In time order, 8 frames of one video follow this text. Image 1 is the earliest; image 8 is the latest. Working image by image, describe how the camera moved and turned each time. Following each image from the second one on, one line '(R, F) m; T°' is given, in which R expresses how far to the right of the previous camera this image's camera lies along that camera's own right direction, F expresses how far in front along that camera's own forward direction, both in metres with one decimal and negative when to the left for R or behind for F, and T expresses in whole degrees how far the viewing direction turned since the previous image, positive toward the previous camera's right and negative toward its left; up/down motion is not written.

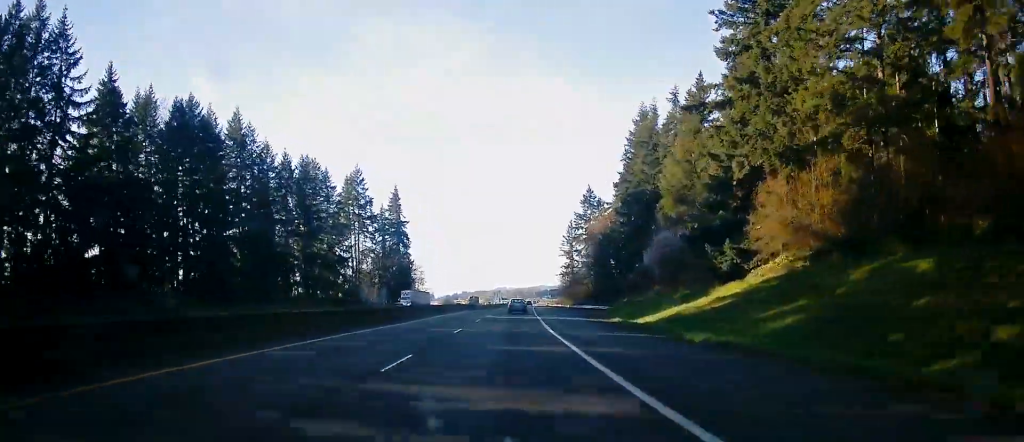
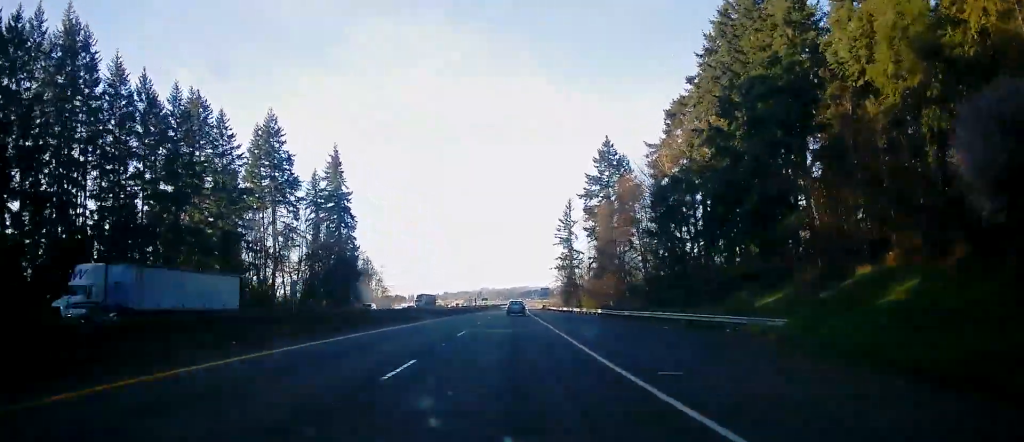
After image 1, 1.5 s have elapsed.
(+0.9, +49.4) m; +2°
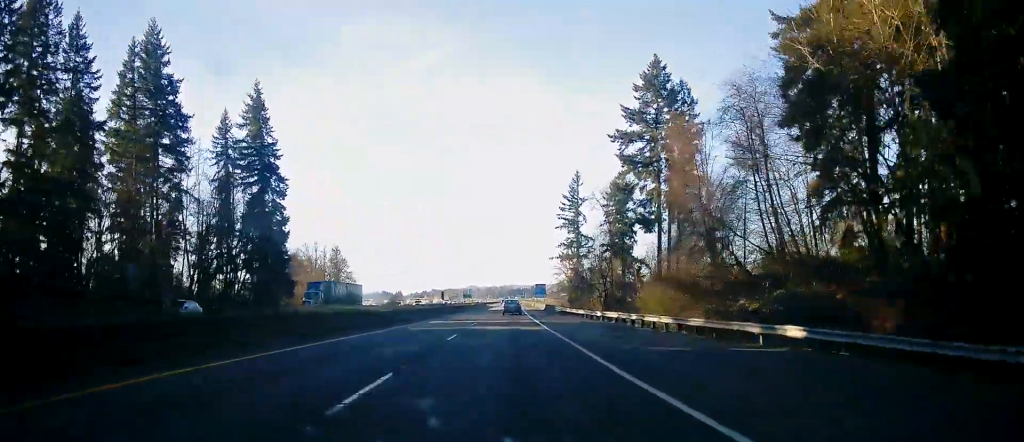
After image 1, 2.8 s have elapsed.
(+0.5, +40.0) m; +1°
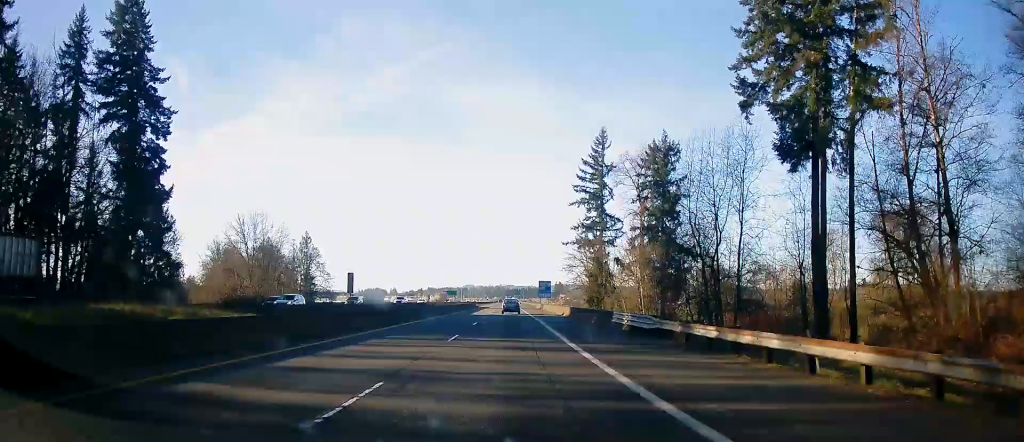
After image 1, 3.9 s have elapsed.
(+0.1, +38.0) m; 0°
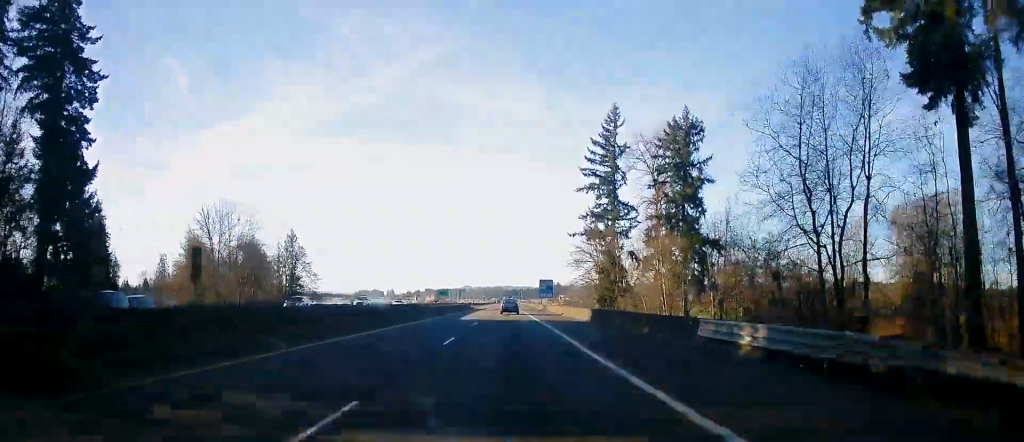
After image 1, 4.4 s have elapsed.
(0.0, +14.1) m; 0°
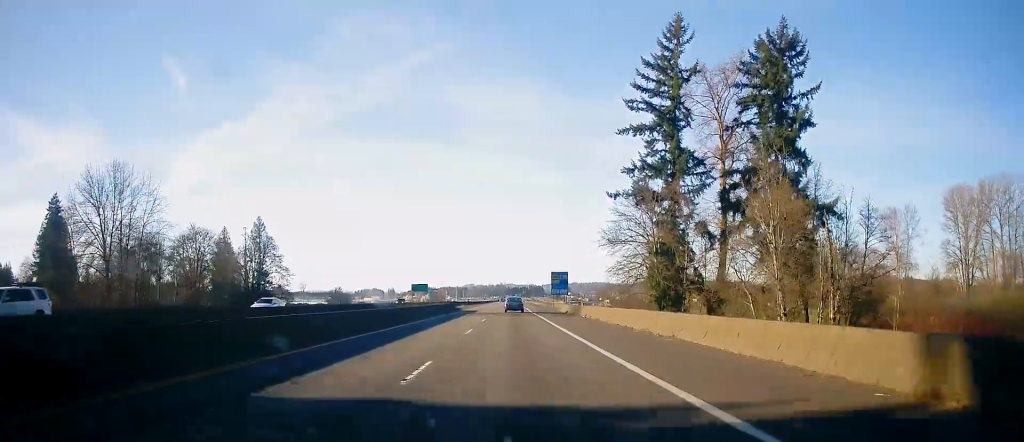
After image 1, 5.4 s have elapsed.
(0.0, +32.5) m; +1°
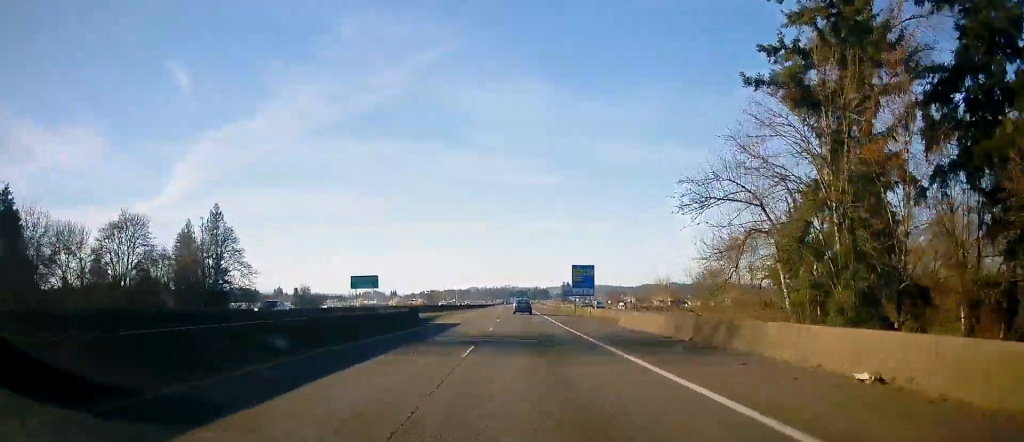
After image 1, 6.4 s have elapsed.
(+0.4, +32.5) m; 0°
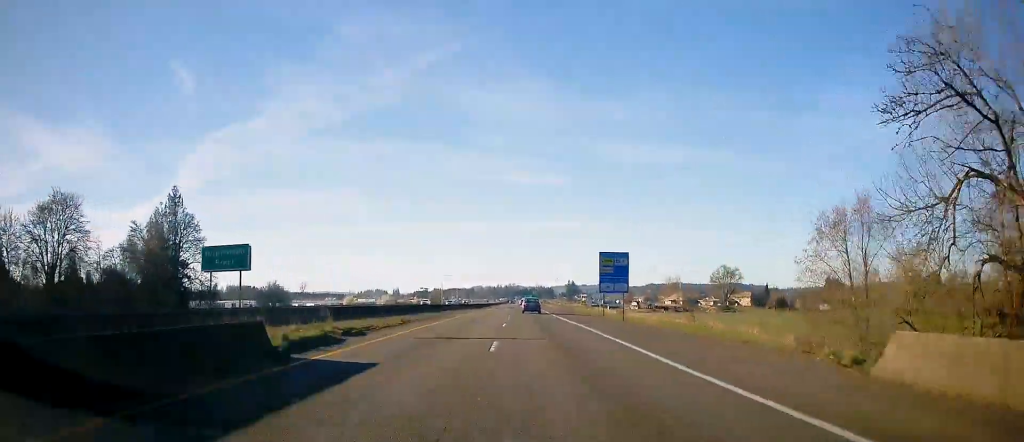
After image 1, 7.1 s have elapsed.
(-0.3, +23.9) m; -1°
